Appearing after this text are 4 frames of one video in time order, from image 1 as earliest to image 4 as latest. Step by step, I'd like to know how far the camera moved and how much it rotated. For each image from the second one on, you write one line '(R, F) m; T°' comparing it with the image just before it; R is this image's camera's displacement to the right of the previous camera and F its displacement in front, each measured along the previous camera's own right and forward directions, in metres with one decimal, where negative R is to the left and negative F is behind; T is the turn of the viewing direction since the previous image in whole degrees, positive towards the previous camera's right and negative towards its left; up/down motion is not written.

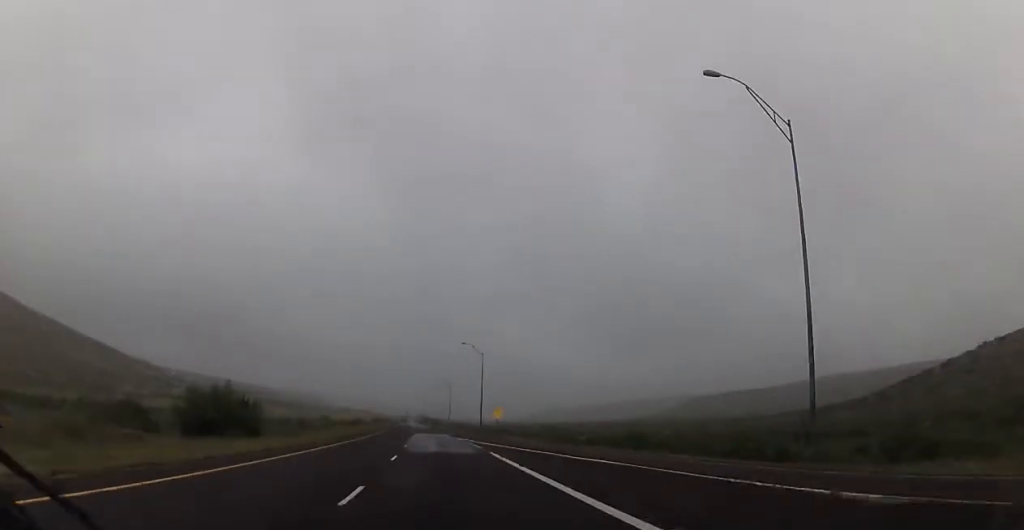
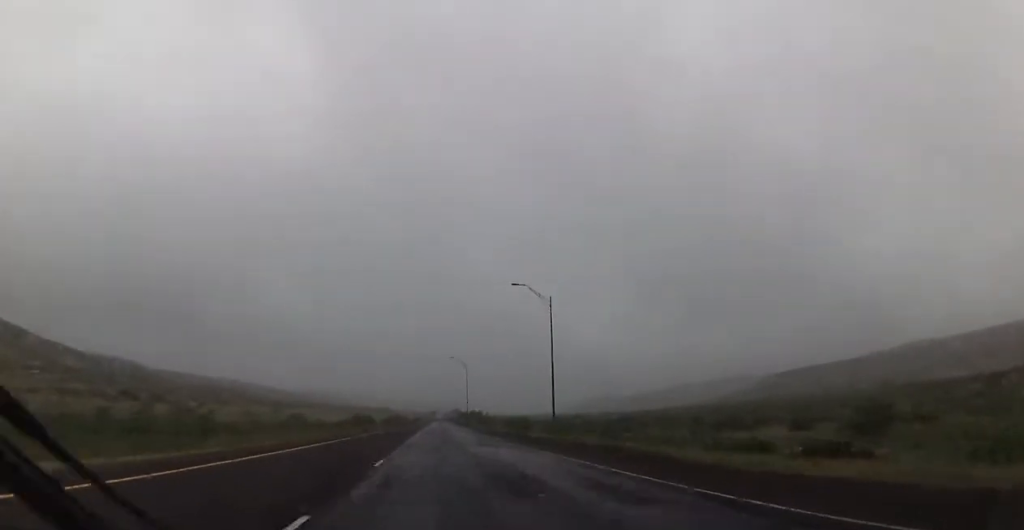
(-4.5, +153.3) m; -3°
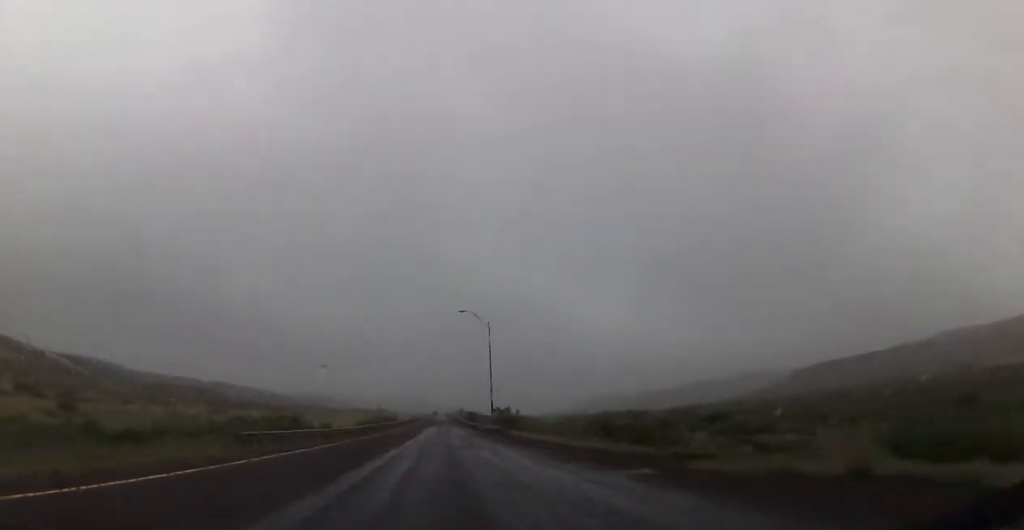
(+1.3, +73.9) m; +1°
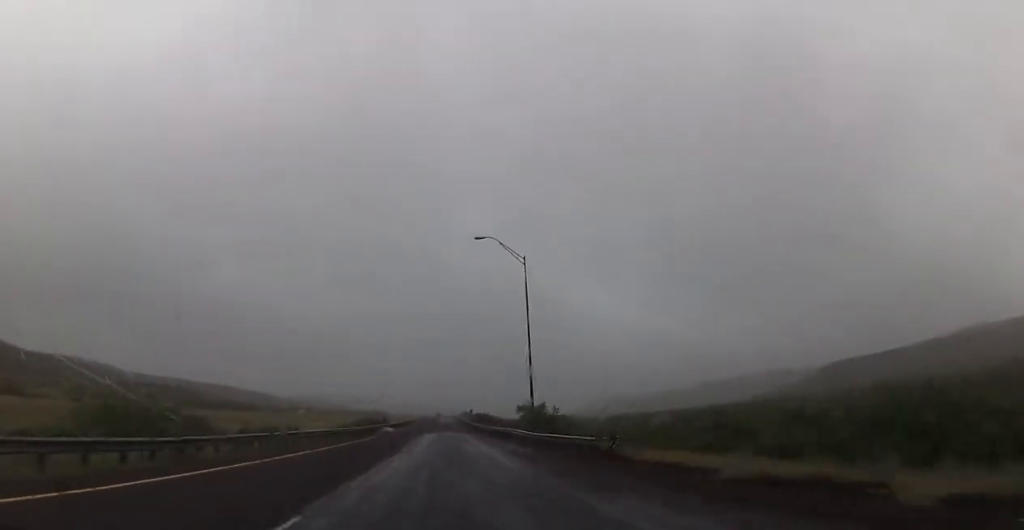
(-0.5, +37.0) m; -1°
